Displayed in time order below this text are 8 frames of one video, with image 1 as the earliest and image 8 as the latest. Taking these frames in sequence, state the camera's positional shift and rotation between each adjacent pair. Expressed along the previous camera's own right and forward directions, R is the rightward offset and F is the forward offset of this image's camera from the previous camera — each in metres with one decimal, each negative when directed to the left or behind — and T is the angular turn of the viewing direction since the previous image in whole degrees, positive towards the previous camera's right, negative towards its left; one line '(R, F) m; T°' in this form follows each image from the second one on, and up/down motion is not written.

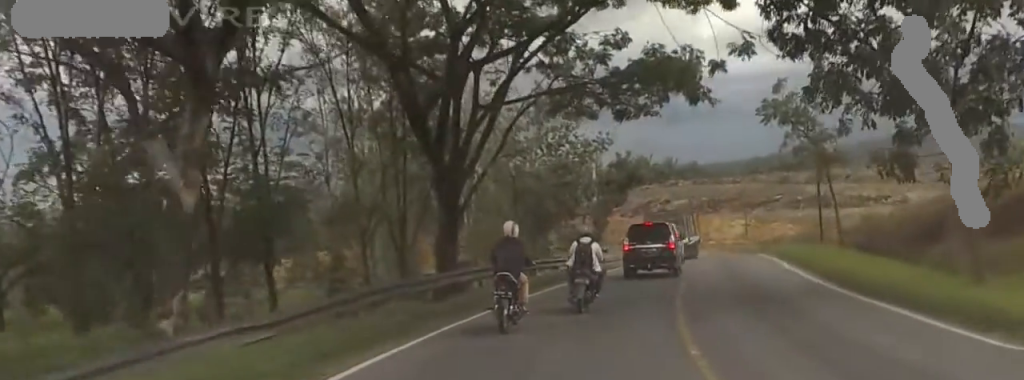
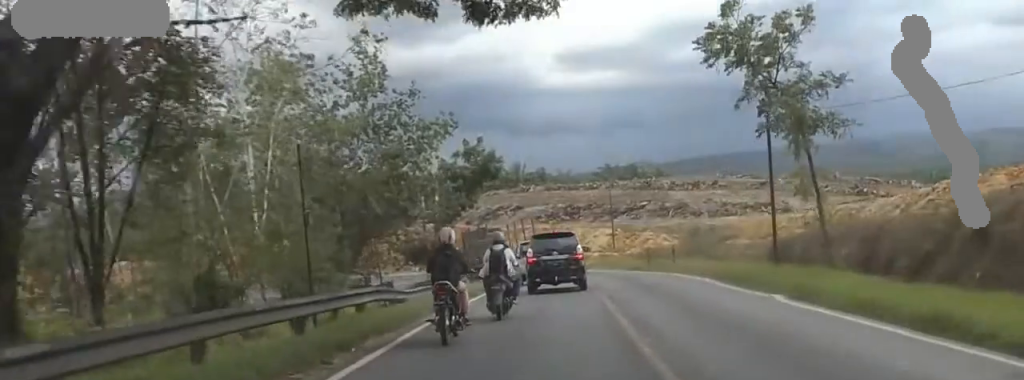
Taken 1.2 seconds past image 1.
(-0.1, +13.1) m; -5°
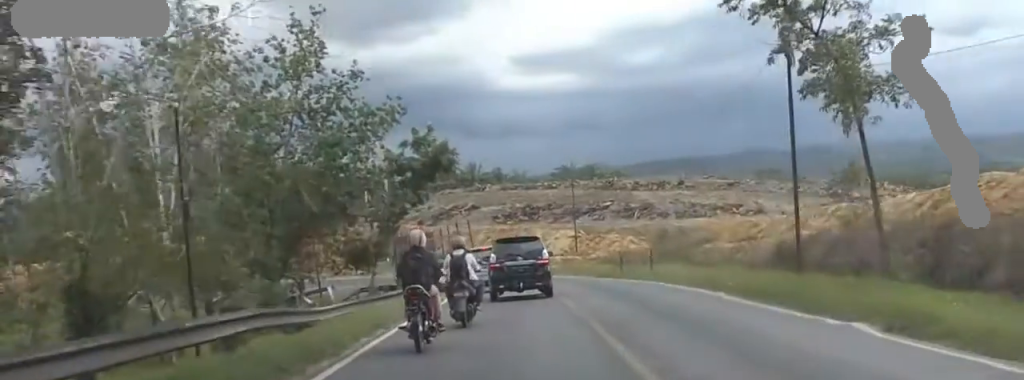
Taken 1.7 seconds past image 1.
(+0.2, +5.1) m; -3°
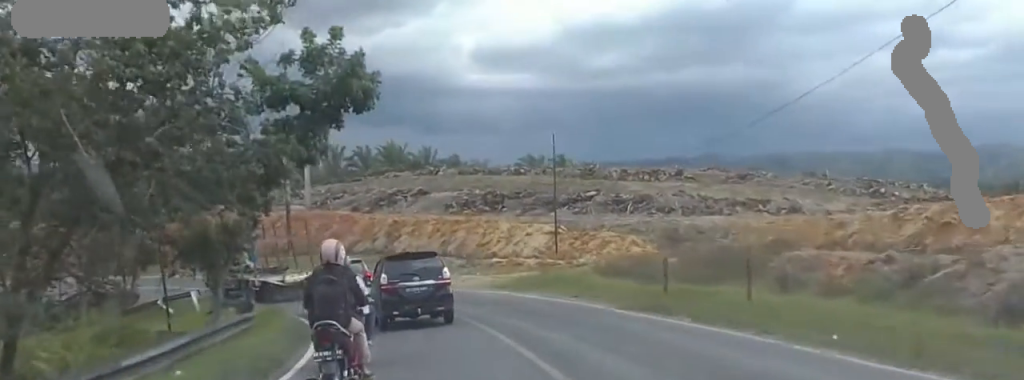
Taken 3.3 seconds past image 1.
(+0.2, +16.6) m; +7°
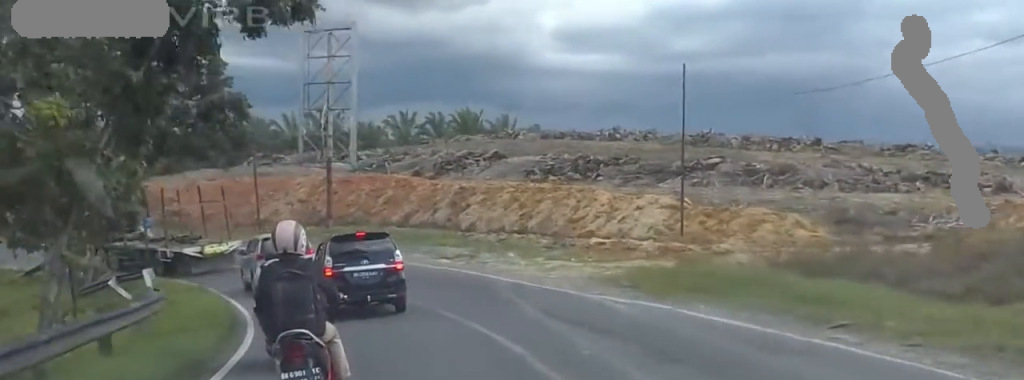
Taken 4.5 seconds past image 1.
(+0.5, +13.2) m; +1°
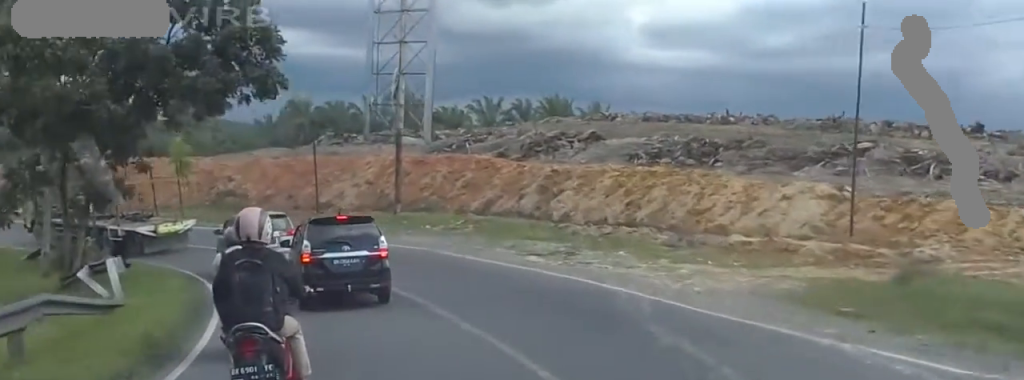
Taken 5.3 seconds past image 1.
(-0.1, +8.2) m; -1°
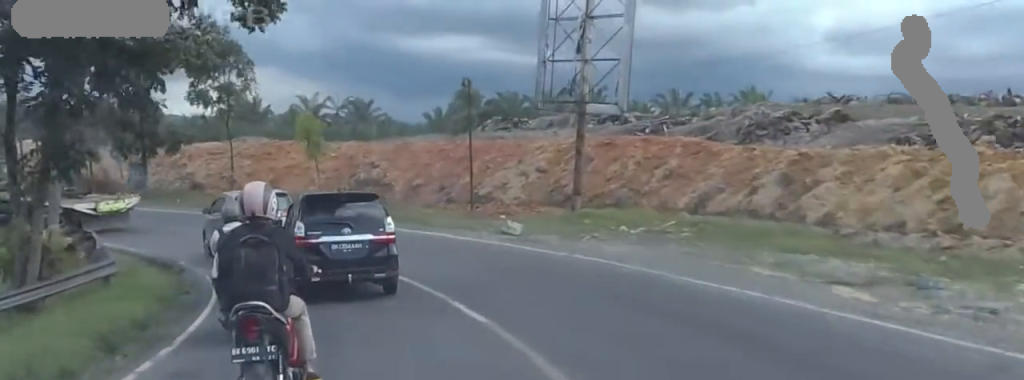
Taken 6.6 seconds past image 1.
(0.0, +12.5) m; 0°
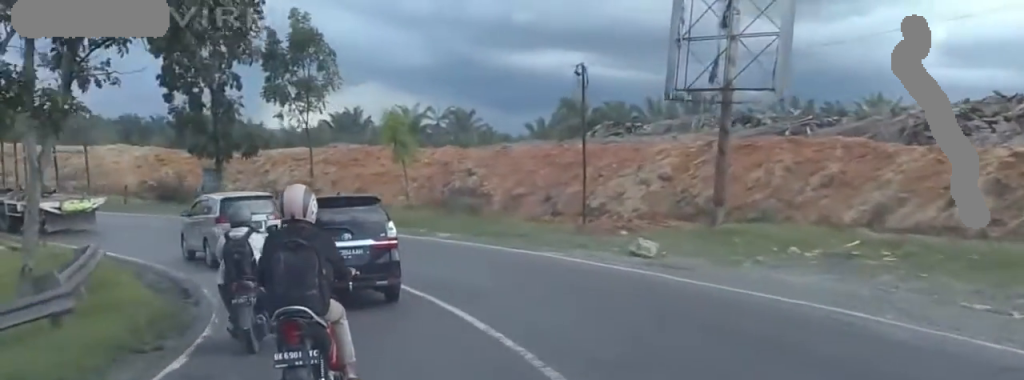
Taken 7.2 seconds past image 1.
(0.0, +6.8) m; 0°
